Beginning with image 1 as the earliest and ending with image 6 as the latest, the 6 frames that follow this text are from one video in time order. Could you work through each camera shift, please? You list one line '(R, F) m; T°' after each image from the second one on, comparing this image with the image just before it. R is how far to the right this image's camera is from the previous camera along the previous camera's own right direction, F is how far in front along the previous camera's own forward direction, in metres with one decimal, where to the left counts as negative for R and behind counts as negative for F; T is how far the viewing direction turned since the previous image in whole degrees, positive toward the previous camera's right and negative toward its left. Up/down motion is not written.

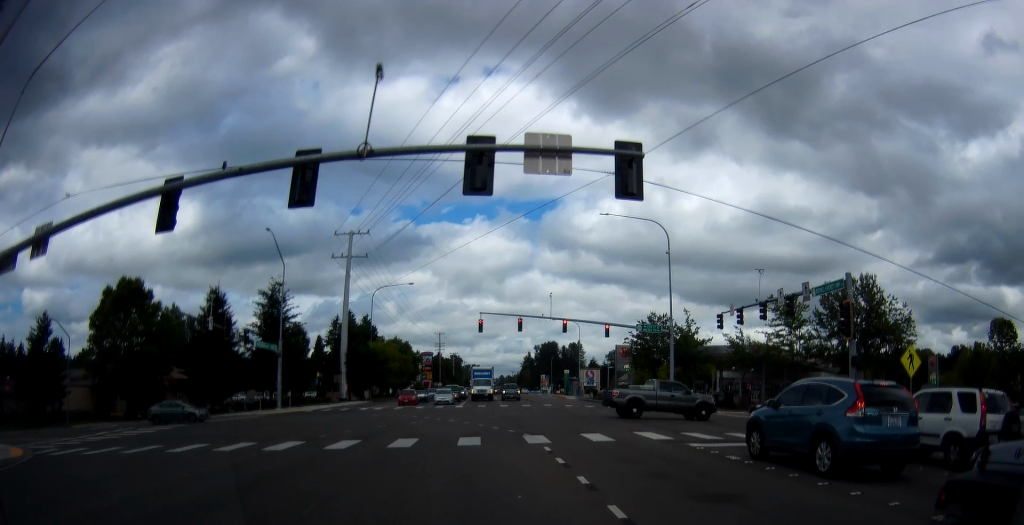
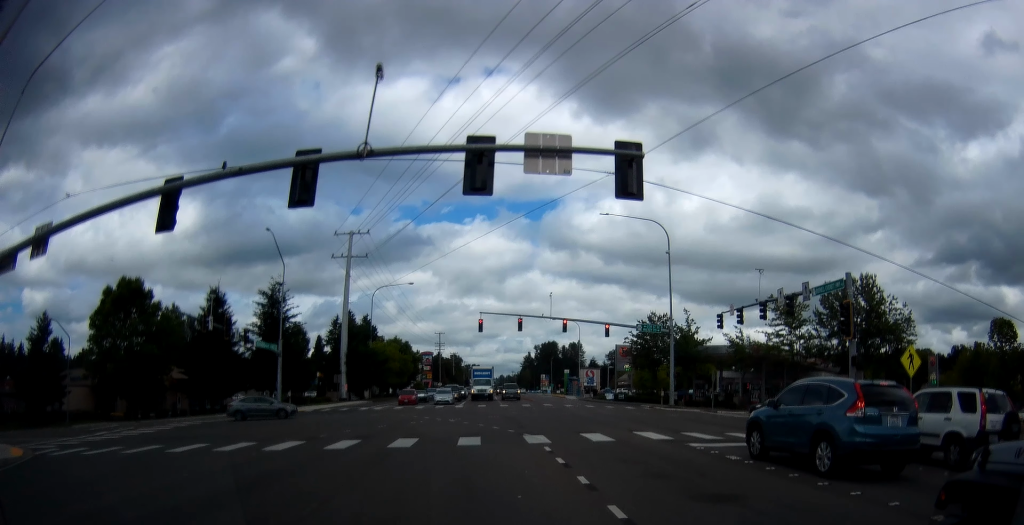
(0.0, 0.0) m; 0°
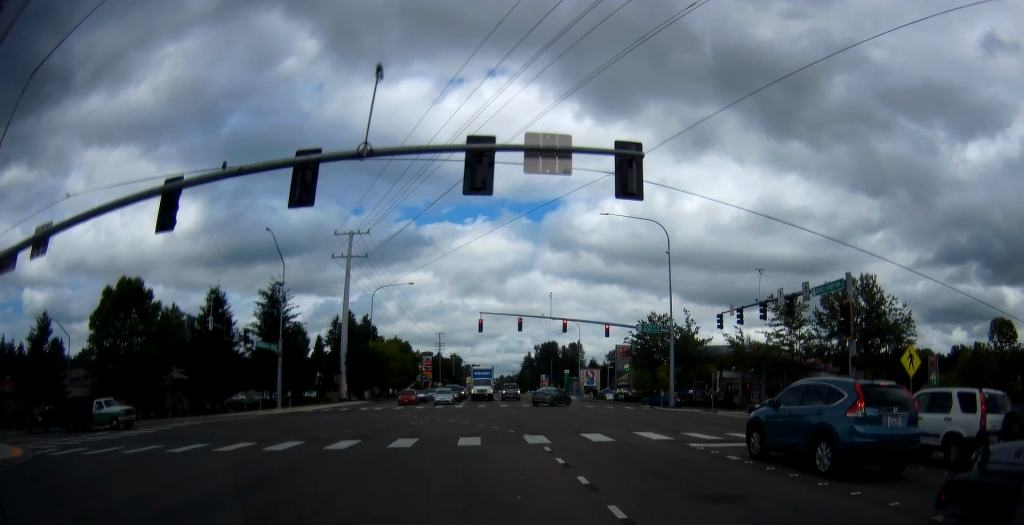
(0.0, 0.0) m; 0°
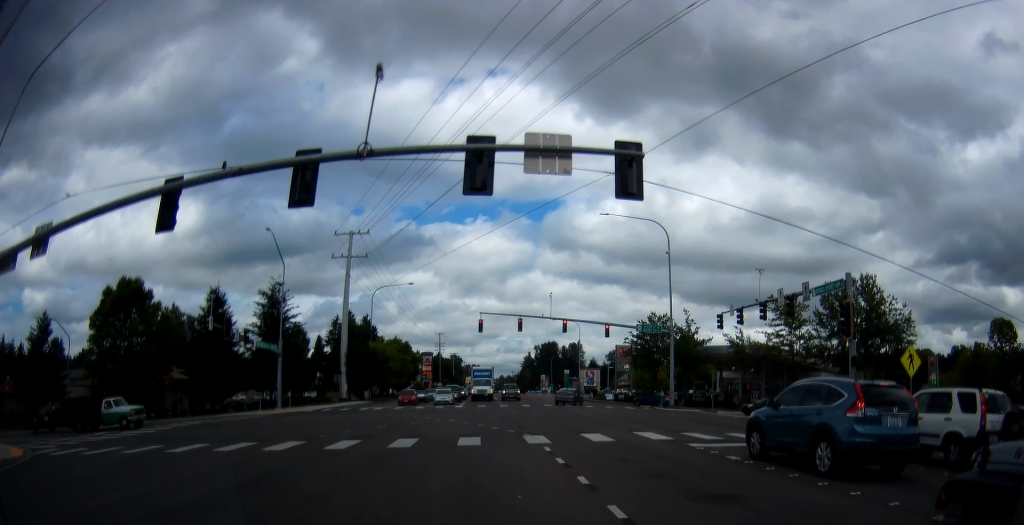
(0.0, 0.0) m; 0°
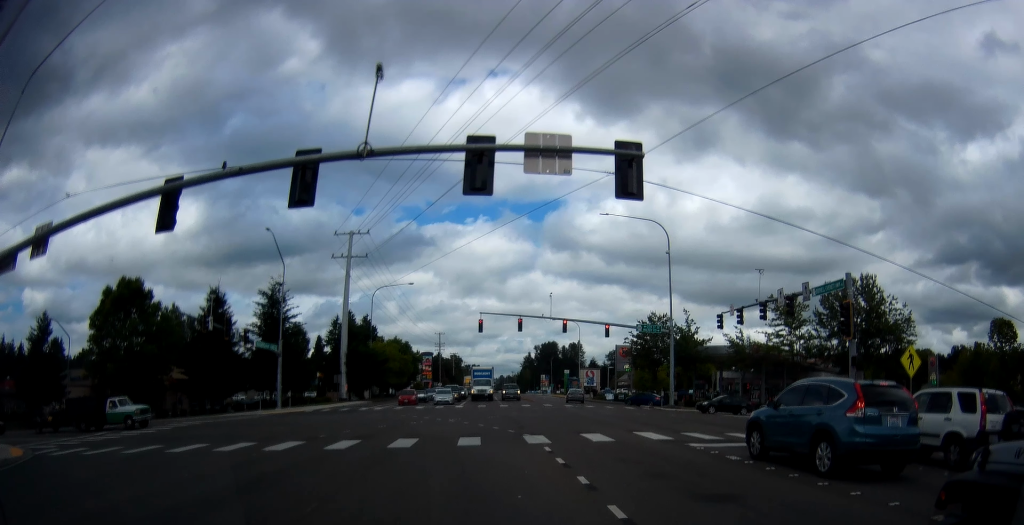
(0.0, 0.0) m; 0°
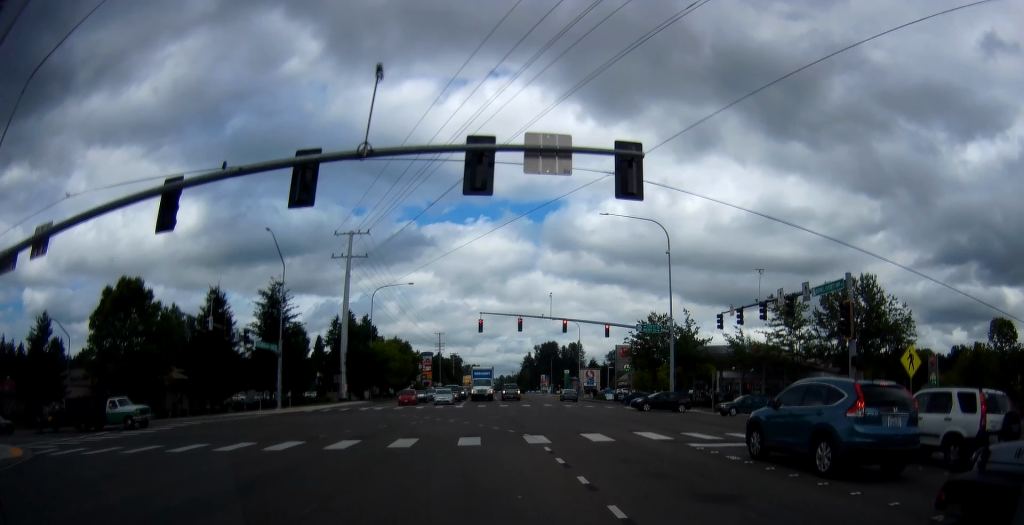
(0.0, 0.0) m; 0°
